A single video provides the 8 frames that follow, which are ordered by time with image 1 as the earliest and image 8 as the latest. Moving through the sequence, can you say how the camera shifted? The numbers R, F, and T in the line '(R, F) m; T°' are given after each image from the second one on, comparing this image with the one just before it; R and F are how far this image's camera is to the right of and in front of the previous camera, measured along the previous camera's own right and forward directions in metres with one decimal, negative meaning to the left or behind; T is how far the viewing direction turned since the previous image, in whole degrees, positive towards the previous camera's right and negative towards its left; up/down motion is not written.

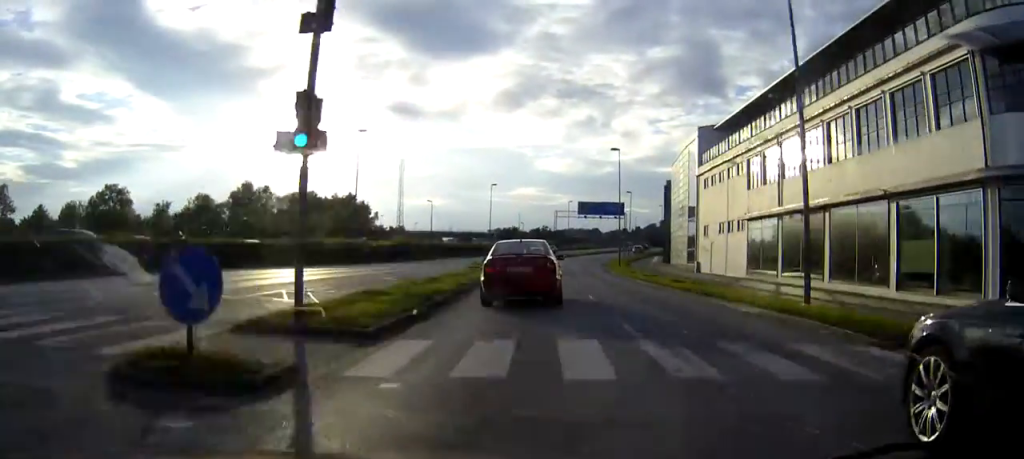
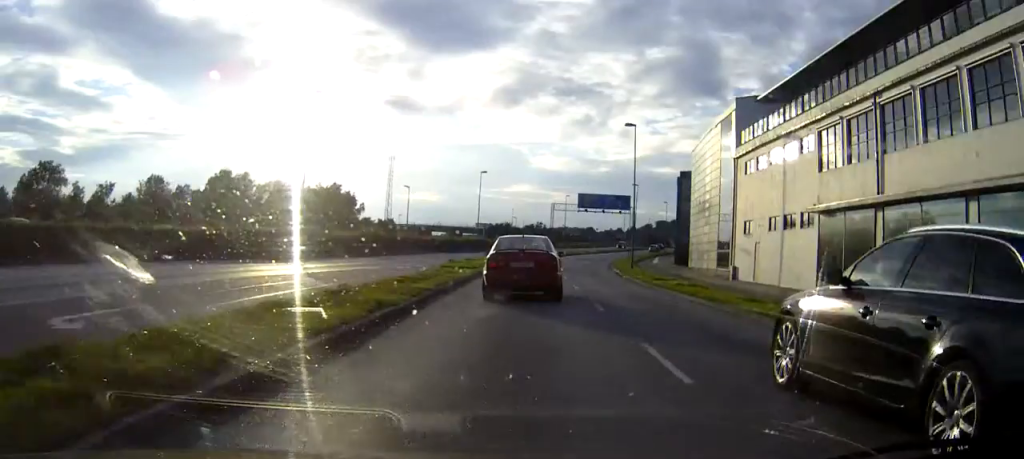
(0.0, +11.7) m; 0°
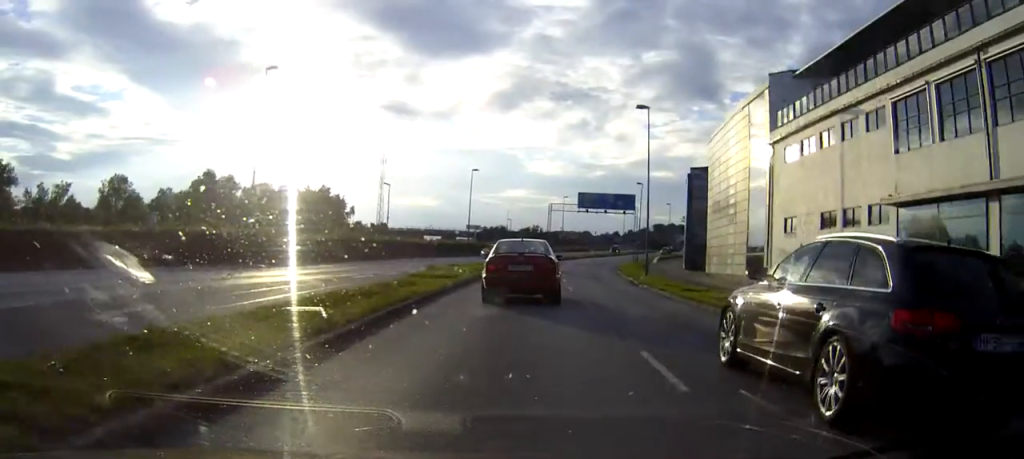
(0.0, +7.6) m; 0°
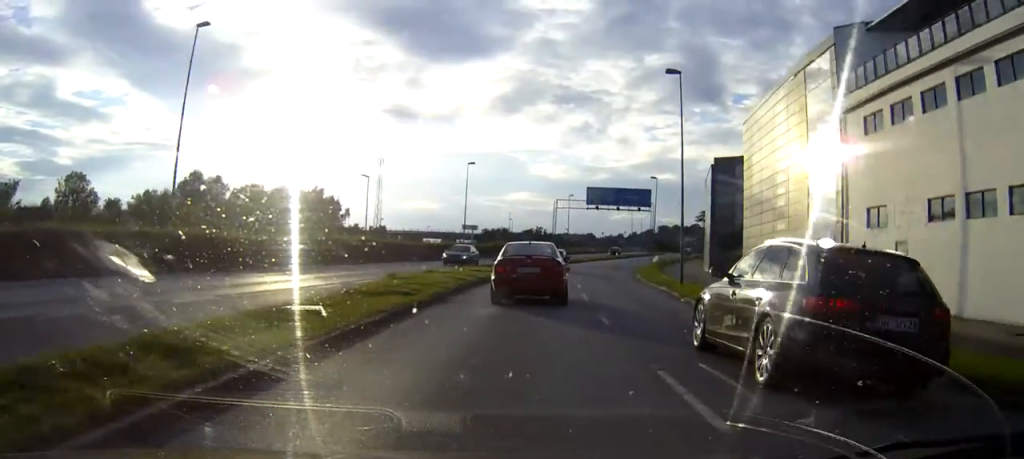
(0.0, +8.9) m; 0°
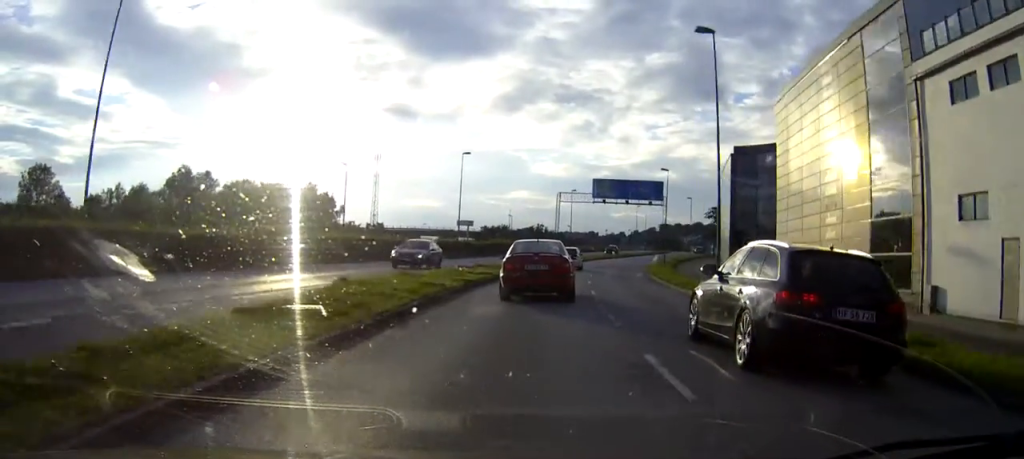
(0.0, +6.4) m; 0°
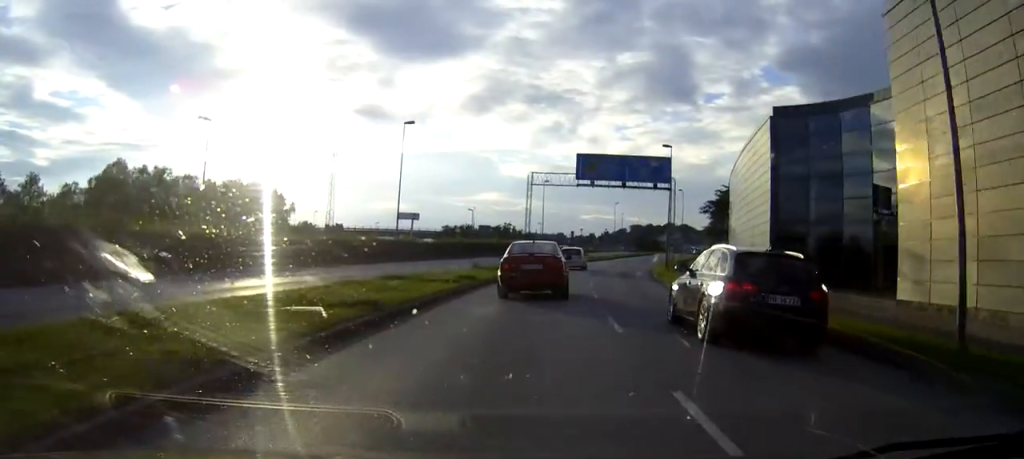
(0.0, +17.0) m; +1°
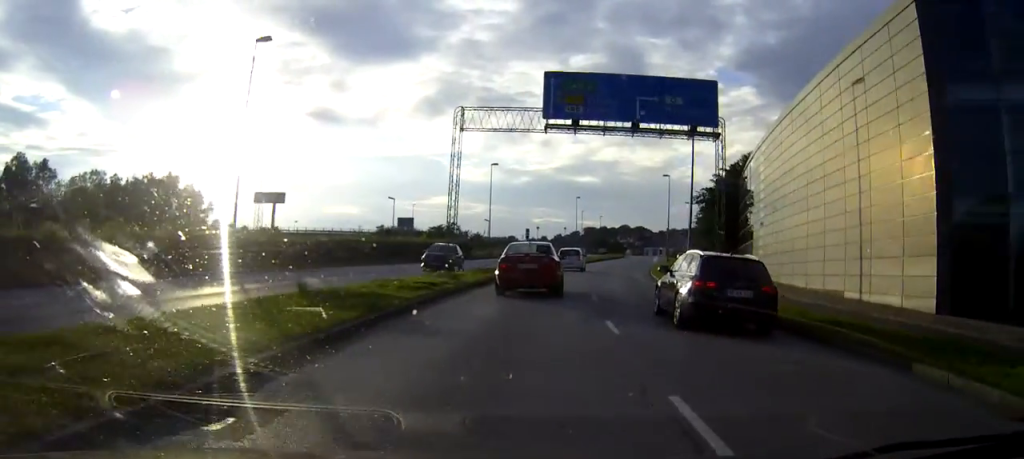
(+0.7, +22.4) m; +4°
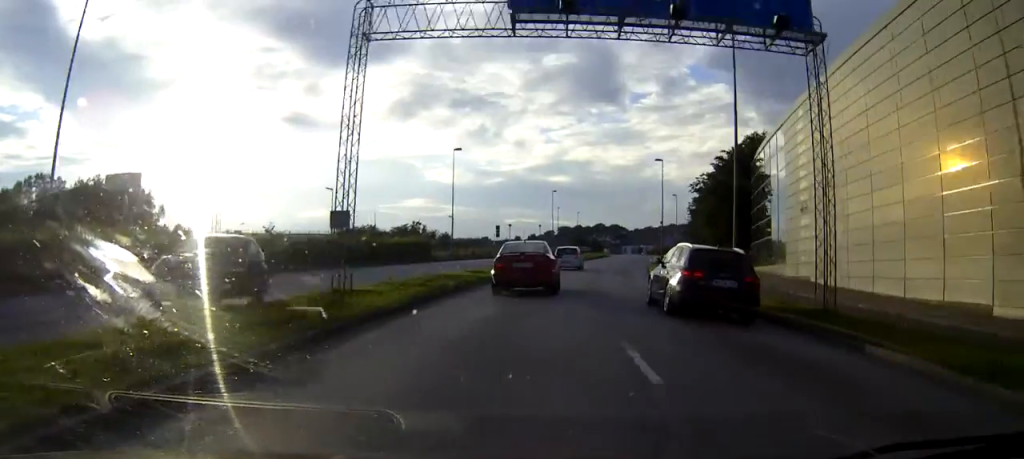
(+0.2, +11.9) m; +2°
